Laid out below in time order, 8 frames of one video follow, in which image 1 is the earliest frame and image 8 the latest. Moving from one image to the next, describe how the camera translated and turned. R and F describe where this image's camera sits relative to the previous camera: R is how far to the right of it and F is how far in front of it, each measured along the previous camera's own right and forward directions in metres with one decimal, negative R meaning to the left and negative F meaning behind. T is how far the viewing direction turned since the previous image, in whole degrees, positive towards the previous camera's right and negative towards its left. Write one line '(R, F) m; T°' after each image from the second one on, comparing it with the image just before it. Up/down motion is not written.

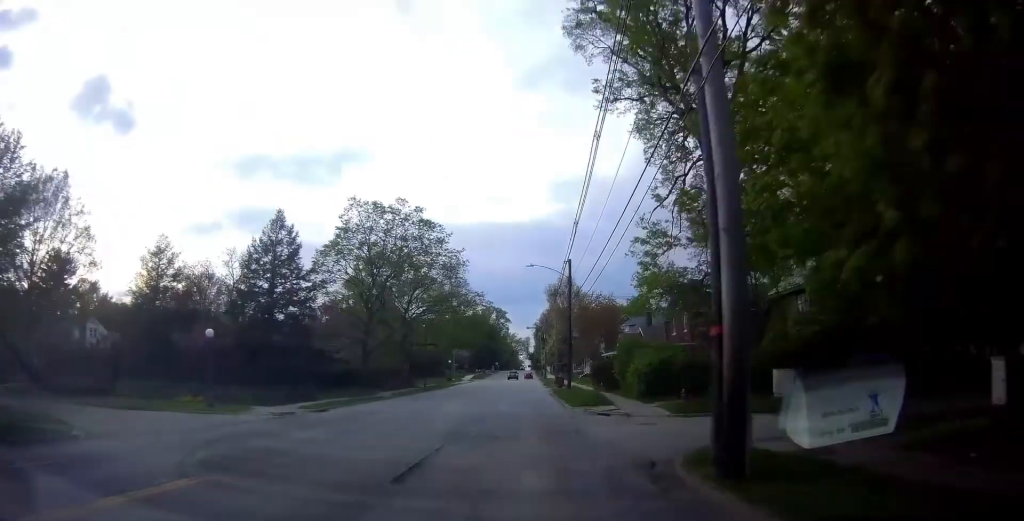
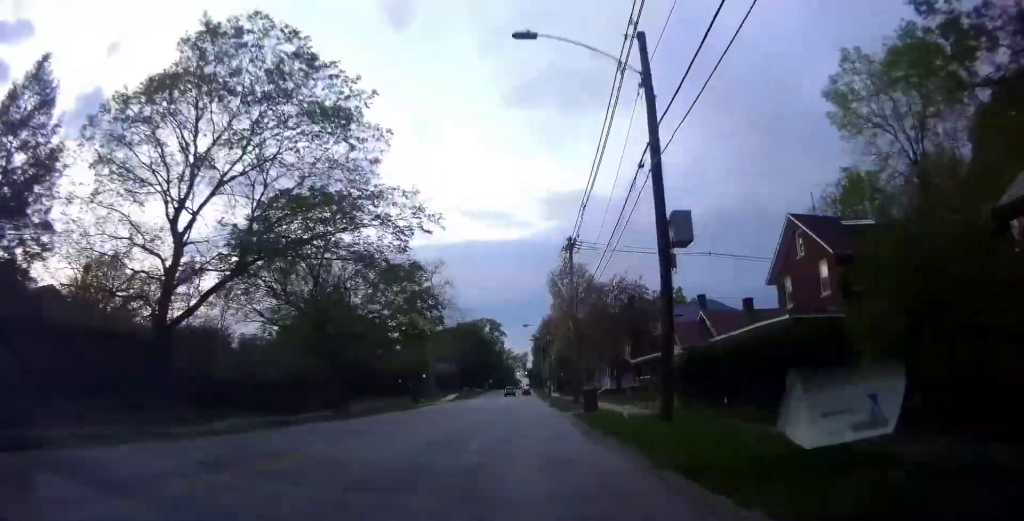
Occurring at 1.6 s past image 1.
(+0.3, +27.1) m; +3°
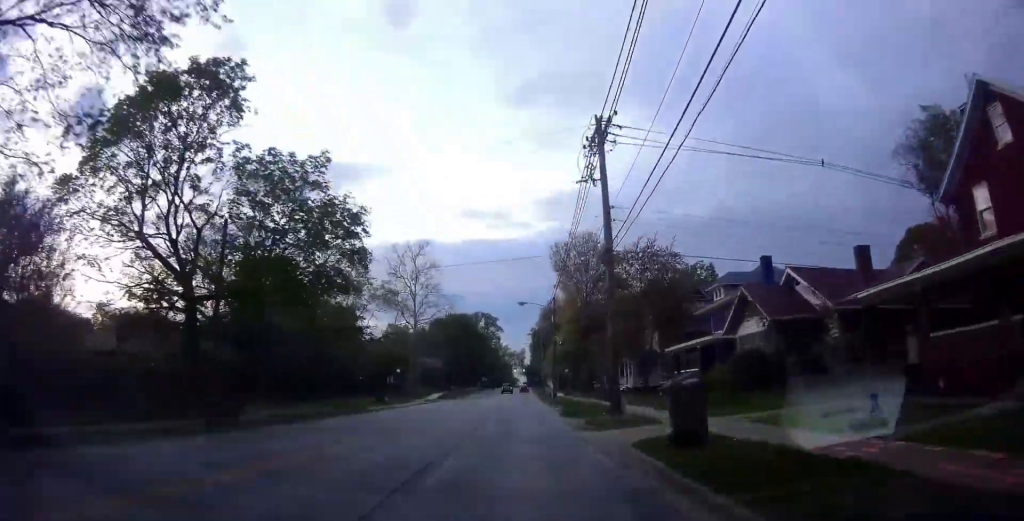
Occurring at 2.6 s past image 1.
(+0.1, +16.9) m; 0°
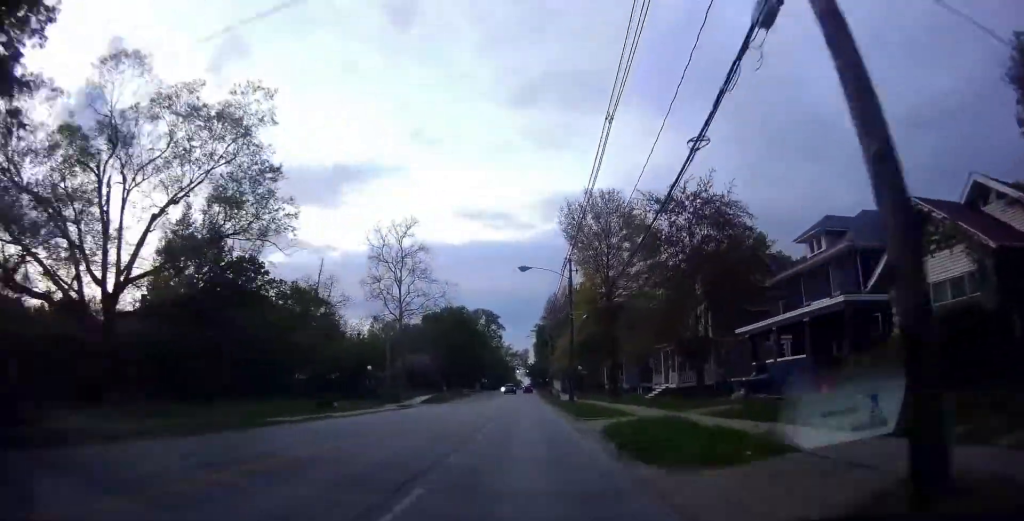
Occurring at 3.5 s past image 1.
(0.0, +15.3) m; 0°
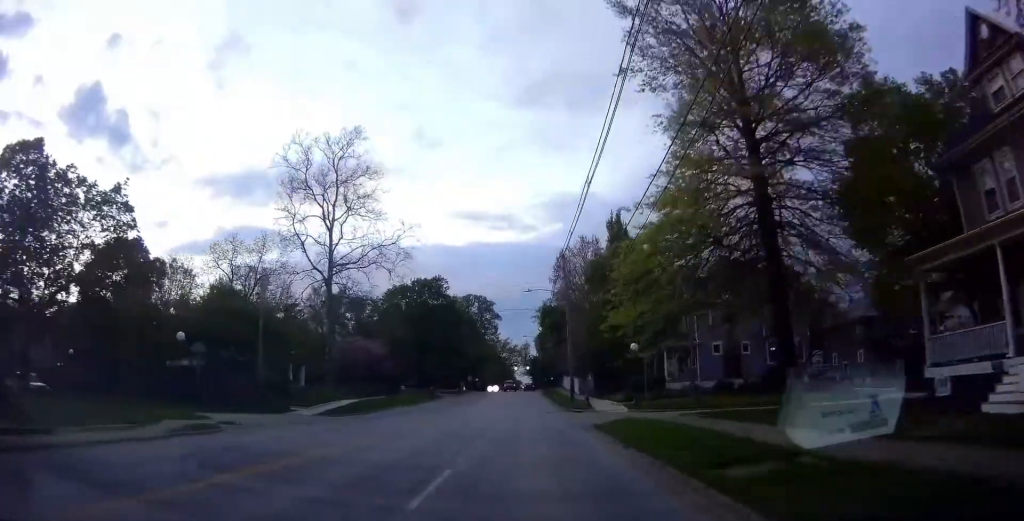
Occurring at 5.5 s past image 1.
(0.0, +35.4) m; 0°
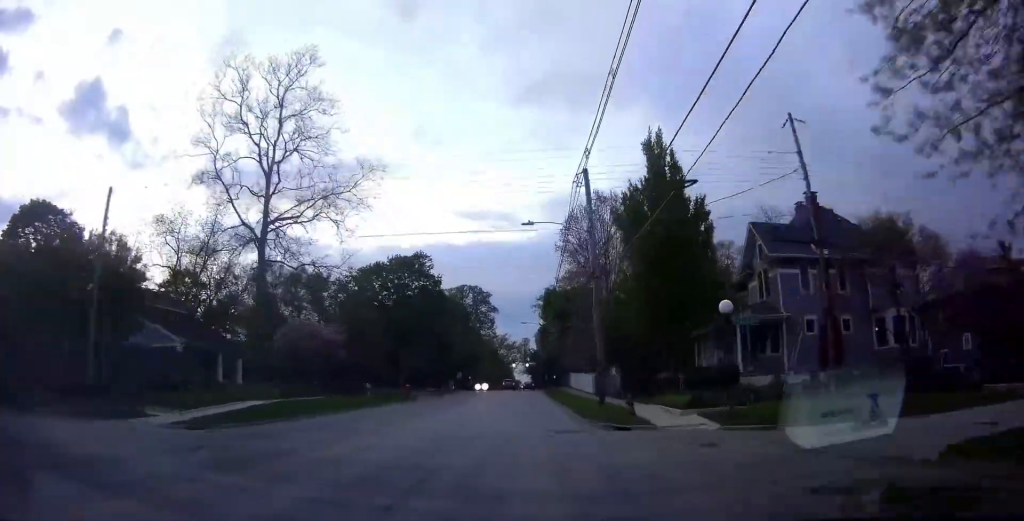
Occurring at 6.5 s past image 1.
(0.0, +16.9) m; 0°
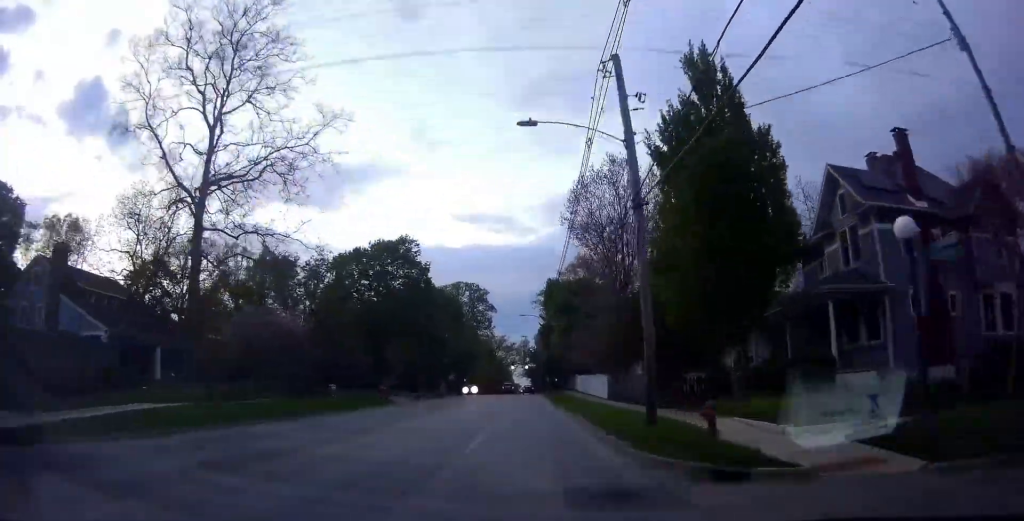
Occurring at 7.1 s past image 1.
(0.0, +9.7) m; 0°
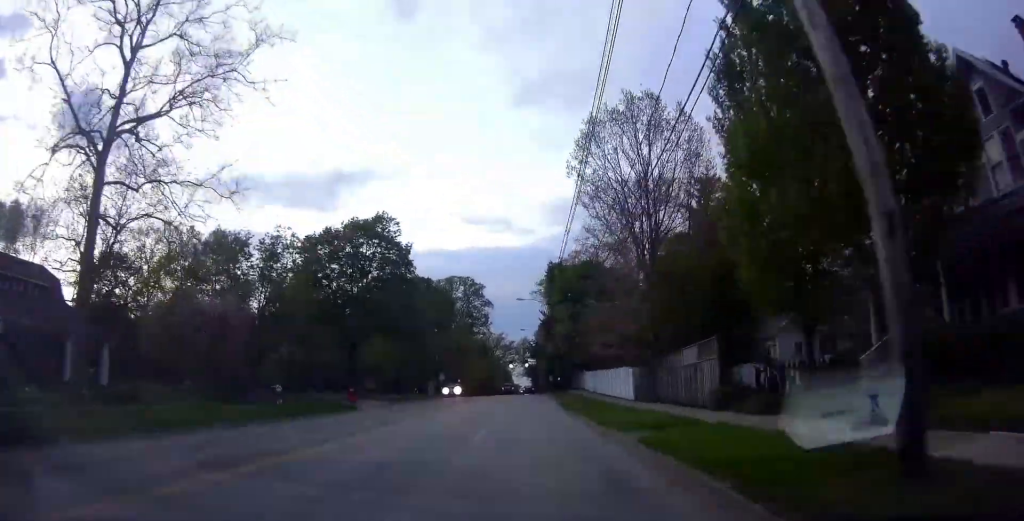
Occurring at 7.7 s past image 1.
(0.0, +10.8) m; 0°
